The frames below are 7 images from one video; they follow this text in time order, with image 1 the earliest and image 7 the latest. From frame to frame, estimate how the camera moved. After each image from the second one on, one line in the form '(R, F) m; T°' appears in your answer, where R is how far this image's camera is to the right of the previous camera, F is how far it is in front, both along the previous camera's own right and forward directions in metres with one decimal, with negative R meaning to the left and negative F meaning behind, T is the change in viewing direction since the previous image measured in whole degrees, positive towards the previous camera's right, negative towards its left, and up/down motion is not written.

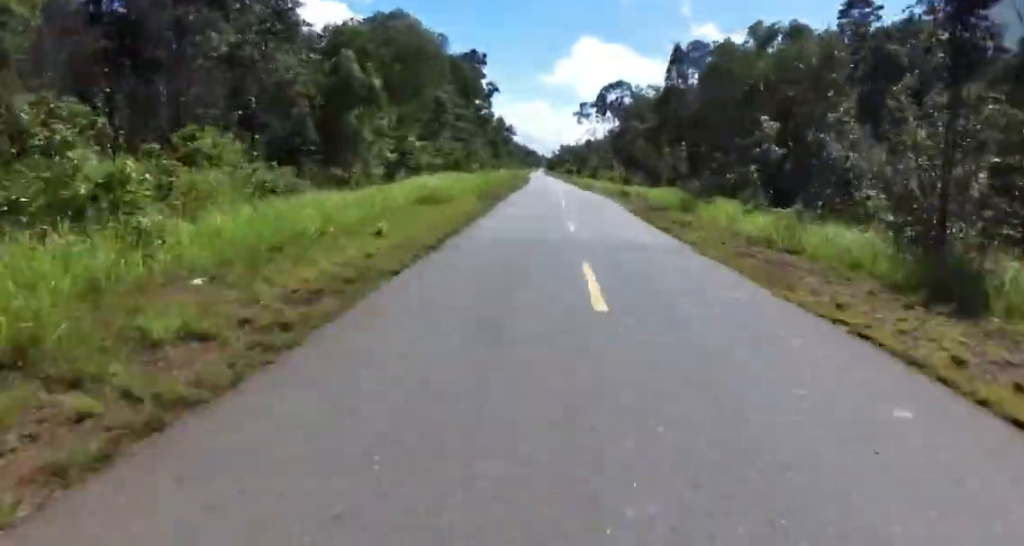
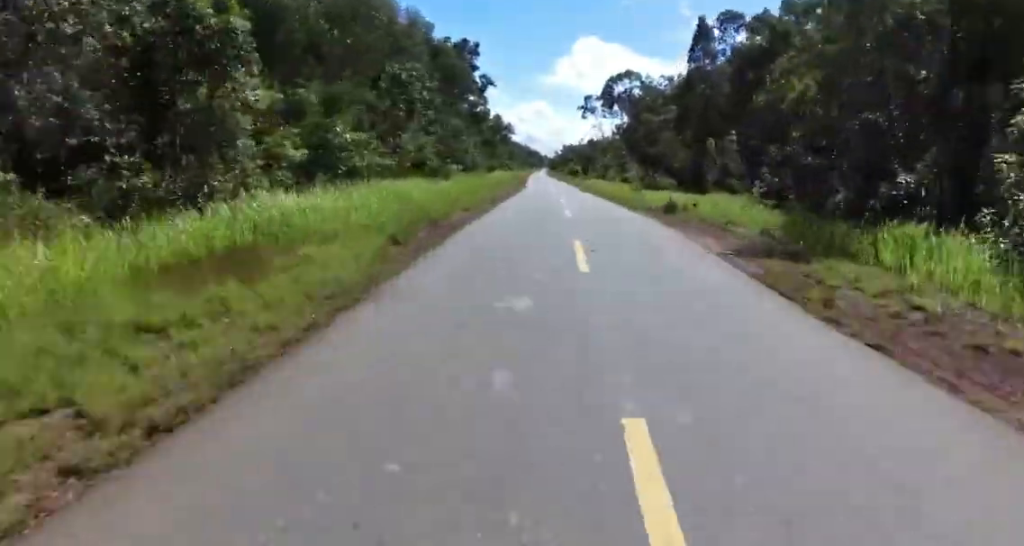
(0.0, +13.0) m; +1°
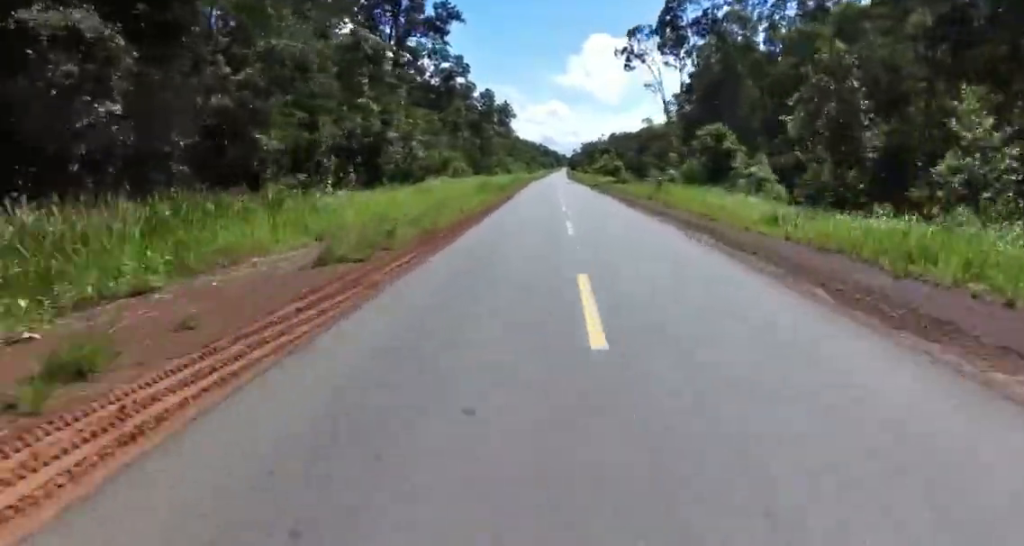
(+2.3, +55.5) m; -1°
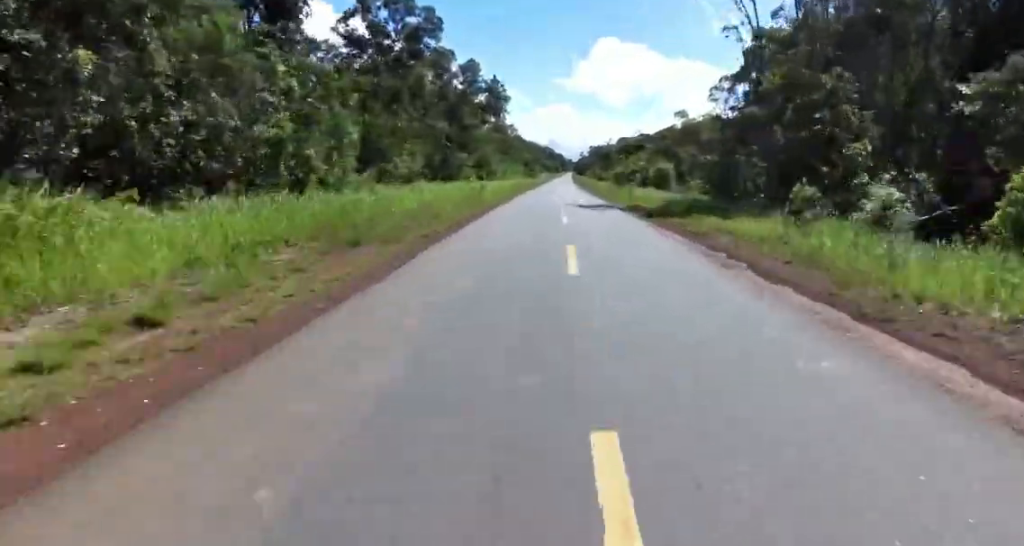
(-2.6, +29.7) m; -4°
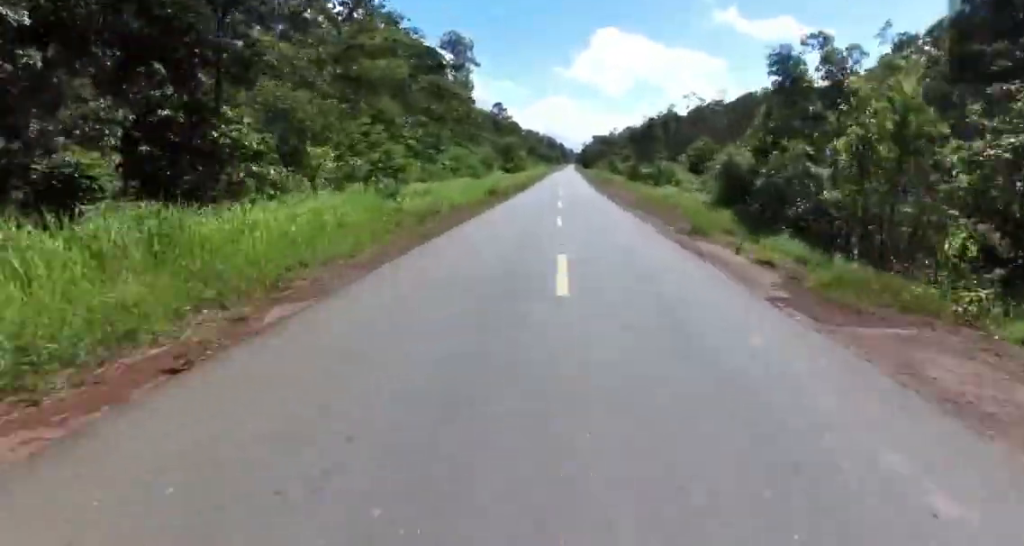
(+1.0, +53.7) m; 0°
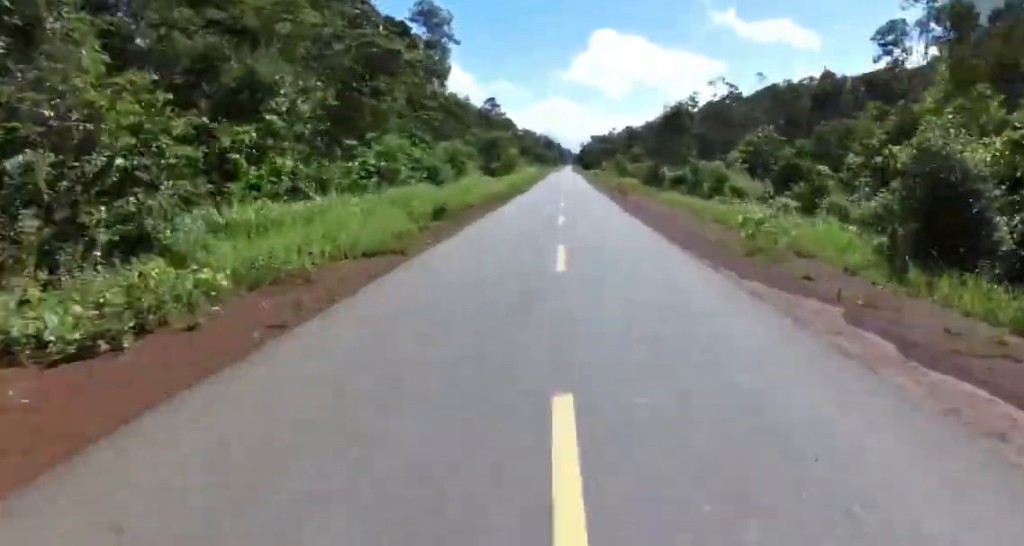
(-0.2, +14.2) m; 0°
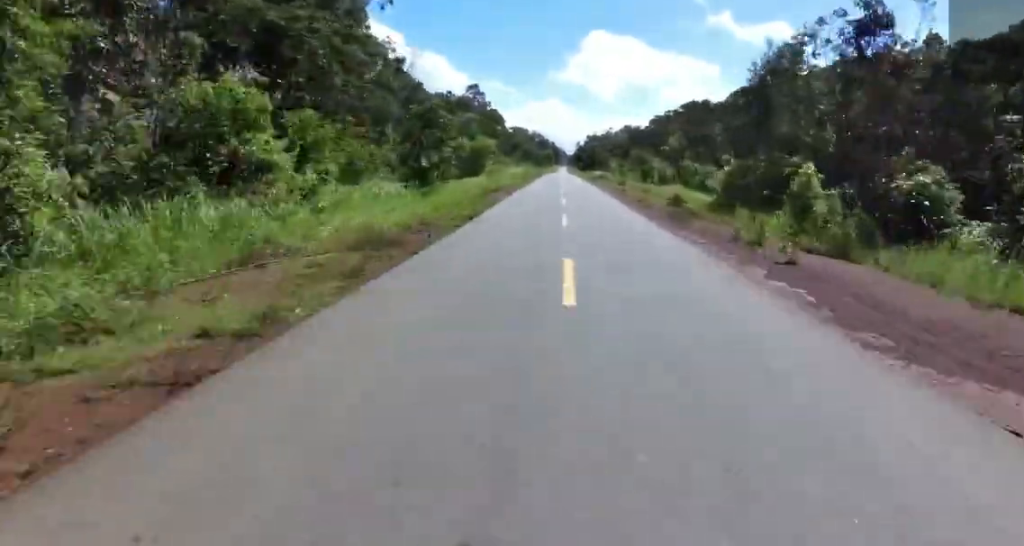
(-0.1, +27.3) m; +2°
